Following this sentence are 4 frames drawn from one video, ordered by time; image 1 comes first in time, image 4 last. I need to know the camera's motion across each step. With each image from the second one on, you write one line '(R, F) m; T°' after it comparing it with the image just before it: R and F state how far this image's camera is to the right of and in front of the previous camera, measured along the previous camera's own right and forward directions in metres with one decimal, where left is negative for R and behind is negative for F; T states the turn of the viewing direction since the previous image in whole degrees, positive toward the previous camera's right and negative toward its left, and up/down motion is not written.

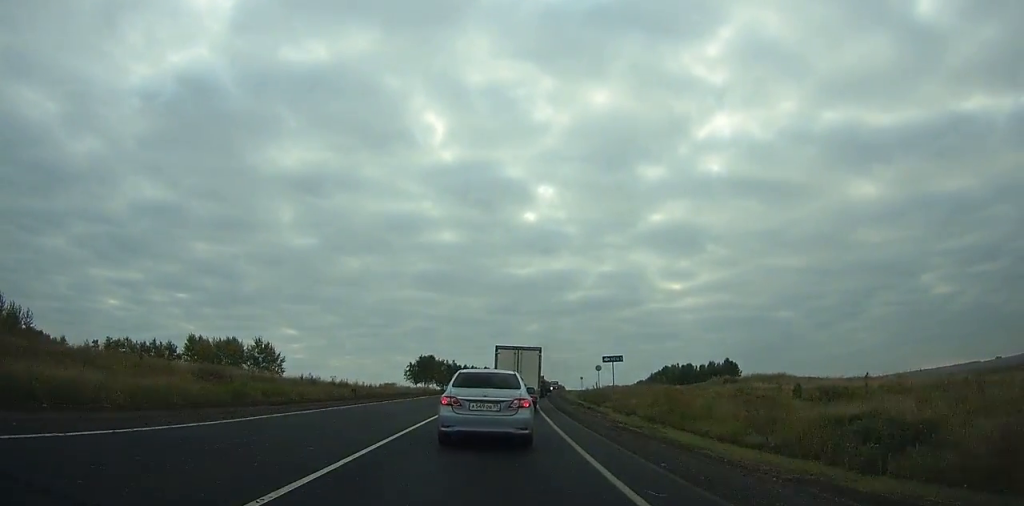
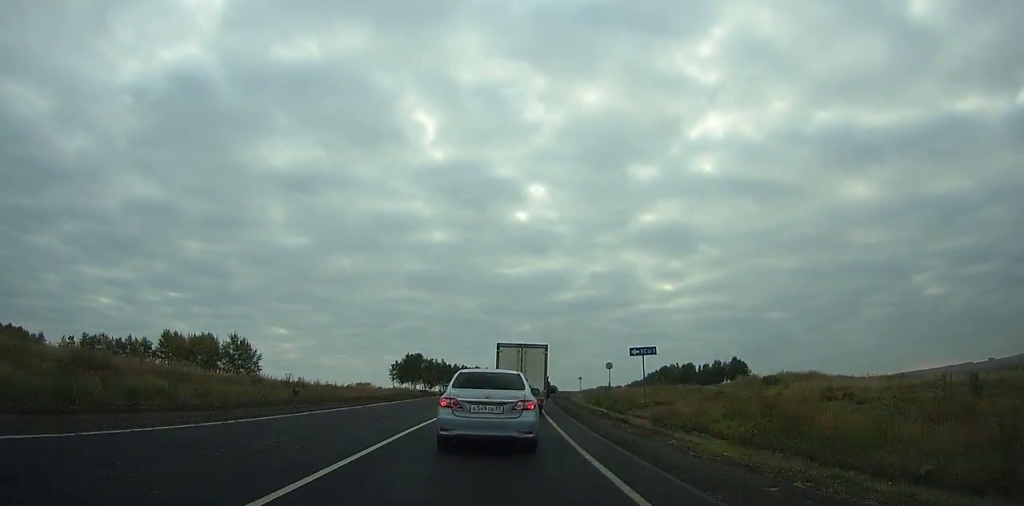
(+0.1, +10.9) m; +1°
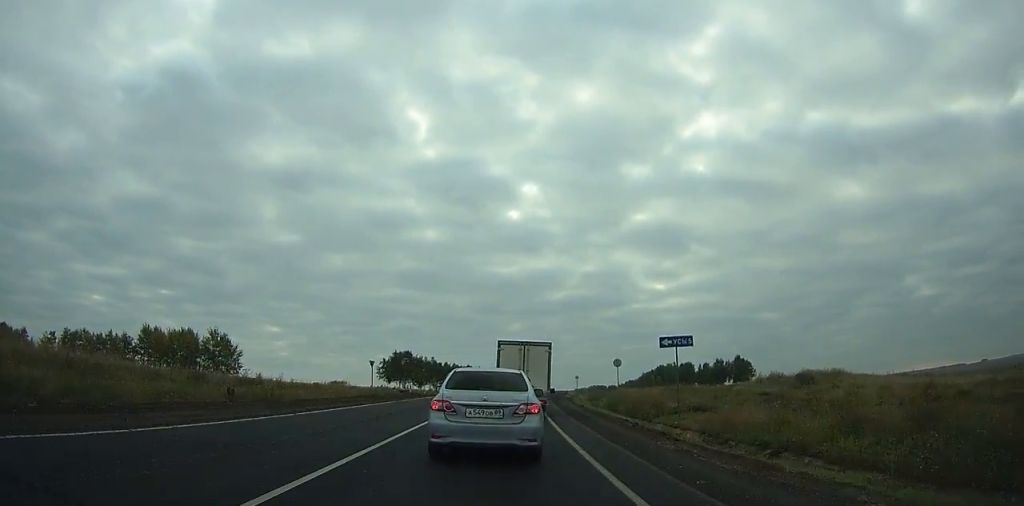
(0.0, +7.0) m; +1°
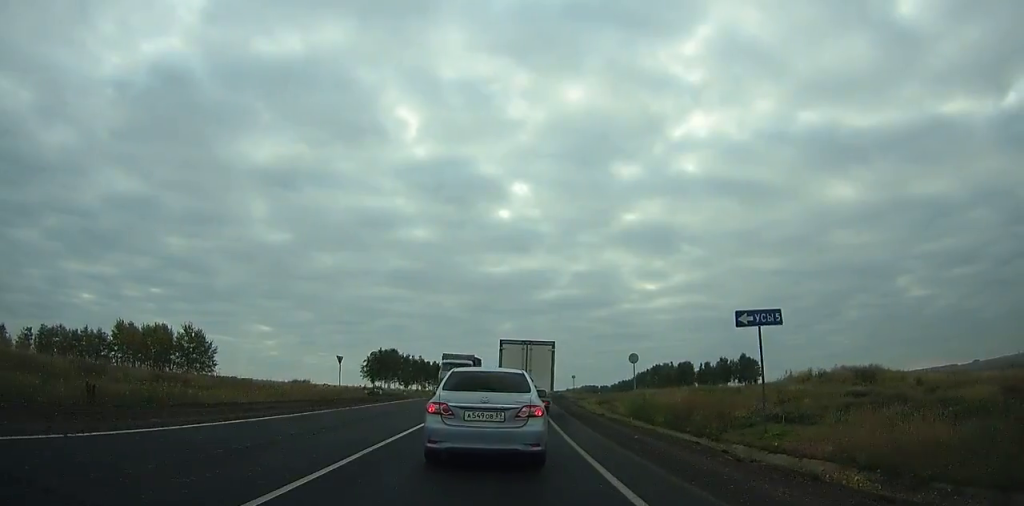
(0.0, +9.3) m; +1°
